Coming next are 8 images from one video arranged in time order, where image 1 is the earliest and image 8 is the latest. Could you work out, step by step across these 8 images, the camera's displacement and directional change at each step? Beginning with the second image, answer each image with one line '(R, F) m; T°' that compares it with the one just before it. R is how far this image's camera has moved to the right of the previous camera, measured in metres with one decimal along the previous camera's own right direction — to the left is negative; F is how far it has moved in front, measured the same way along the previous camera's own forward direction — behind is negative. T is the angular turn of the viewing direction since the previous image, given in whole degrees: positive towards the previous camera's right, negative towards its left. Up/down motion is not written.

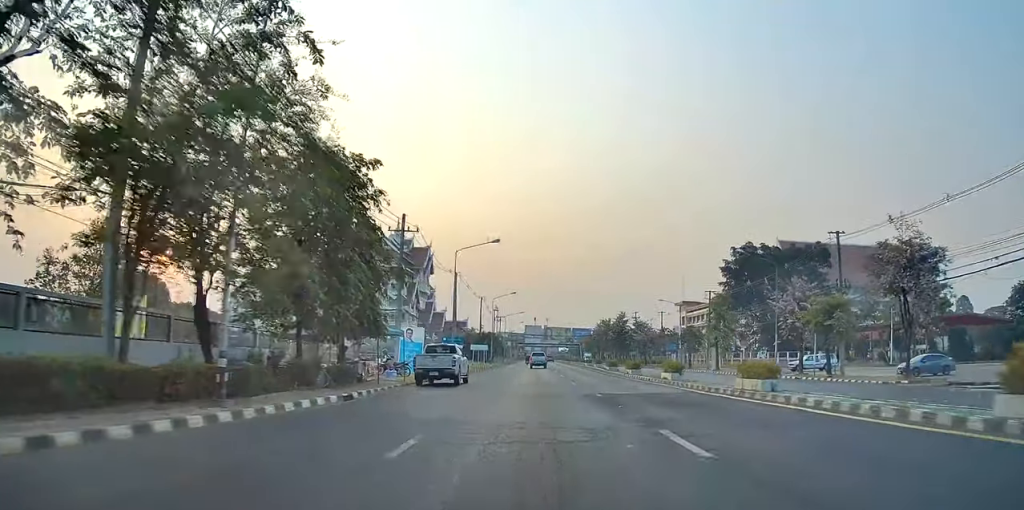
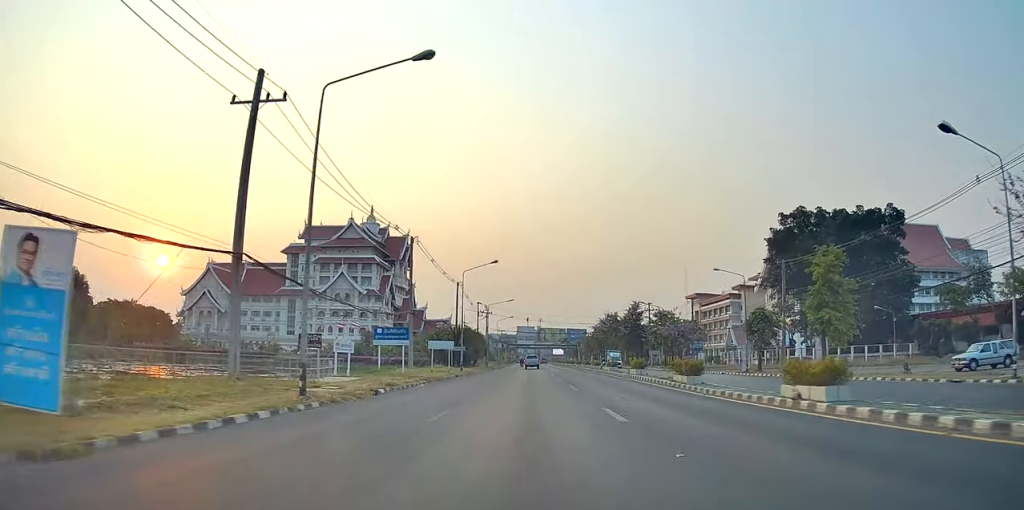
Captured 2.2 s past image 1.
(+0.2, +28.0) m; +1°
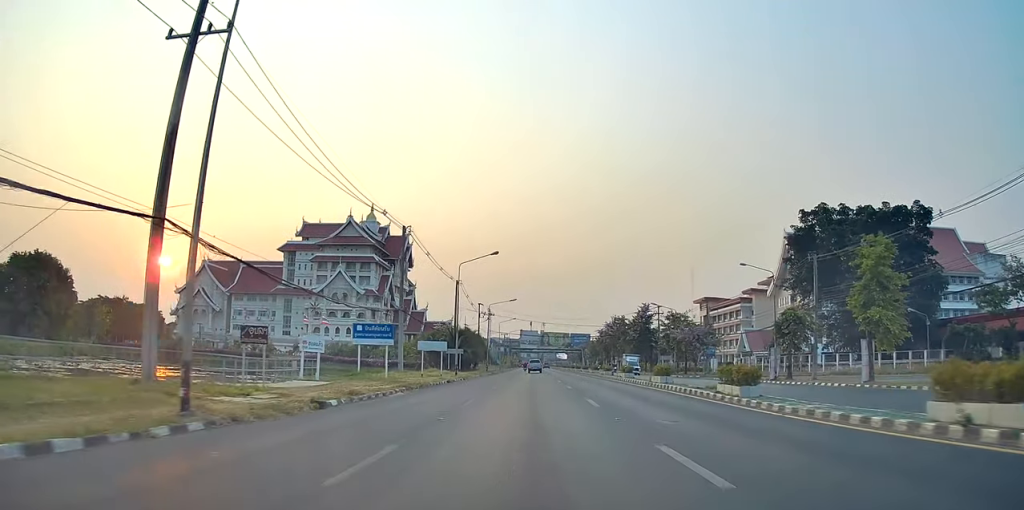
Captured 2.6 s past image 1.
(-0.3, +6.1) m; 0°
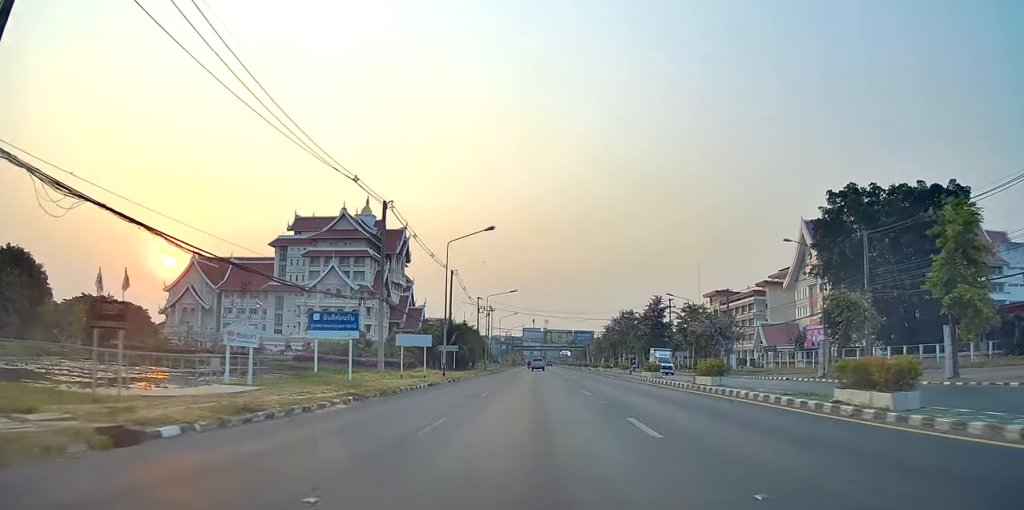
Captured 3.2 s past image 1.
(-0.4, +8.1) m; 0°
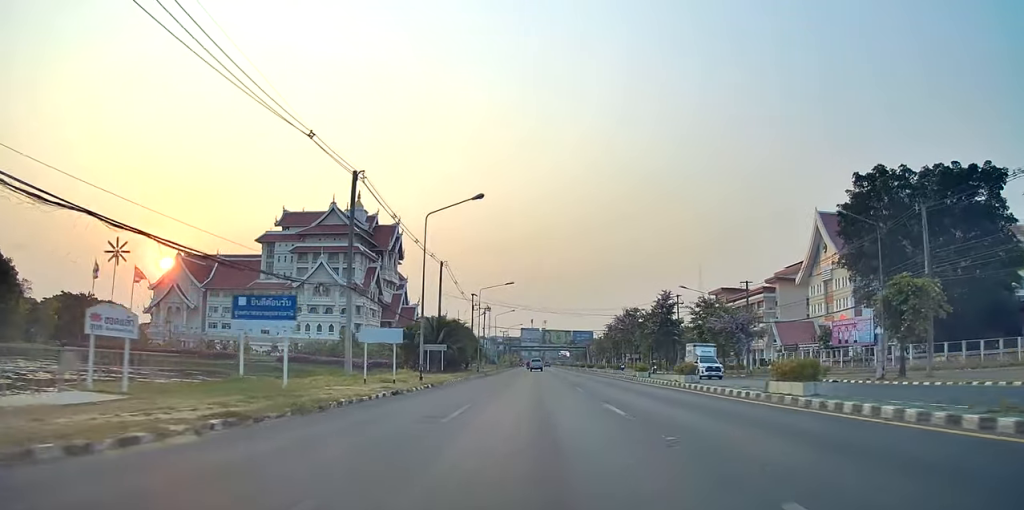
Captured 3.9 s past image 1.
(+0.4, +8.1) m; 0°
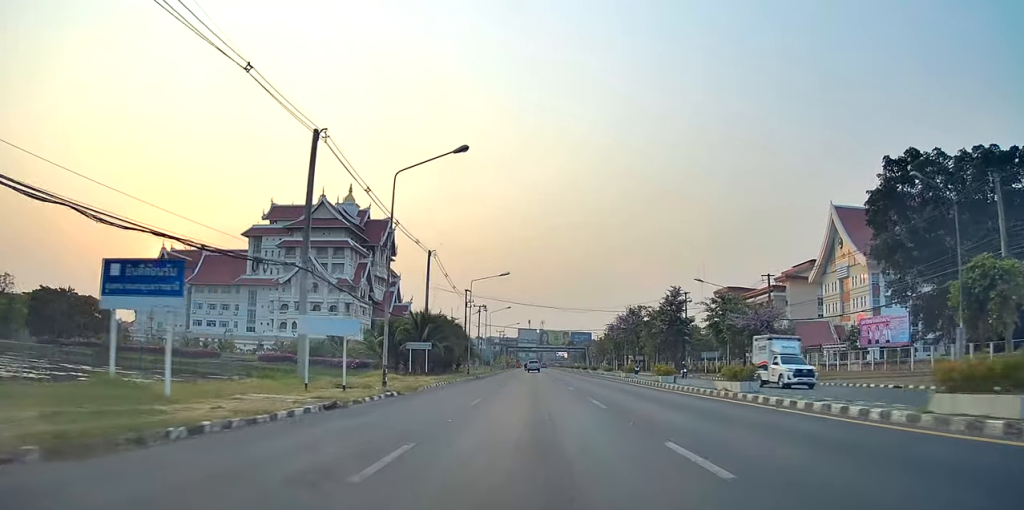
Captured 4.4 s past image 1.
(+0.1, +7.3) m; 0°
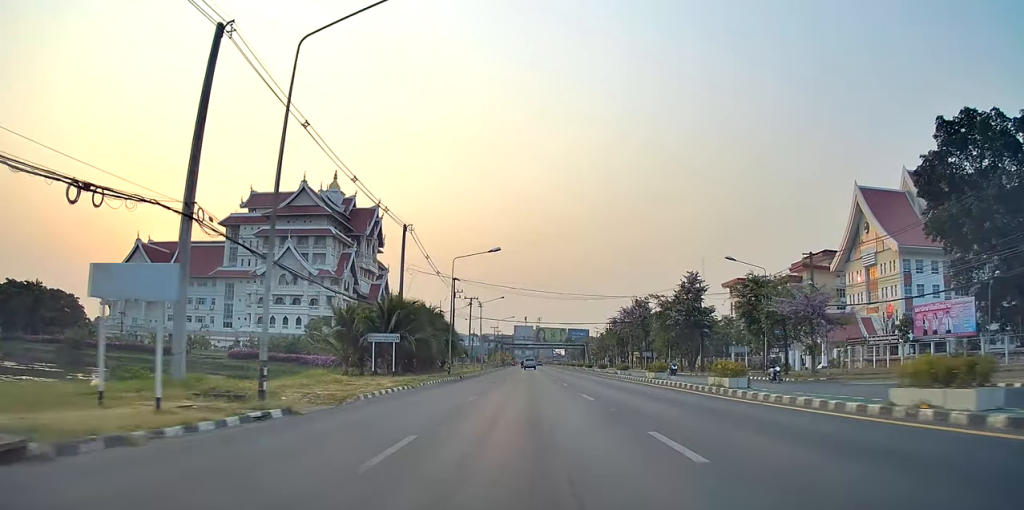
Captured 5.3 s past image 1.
(-0.5, +11.5) m; -2°
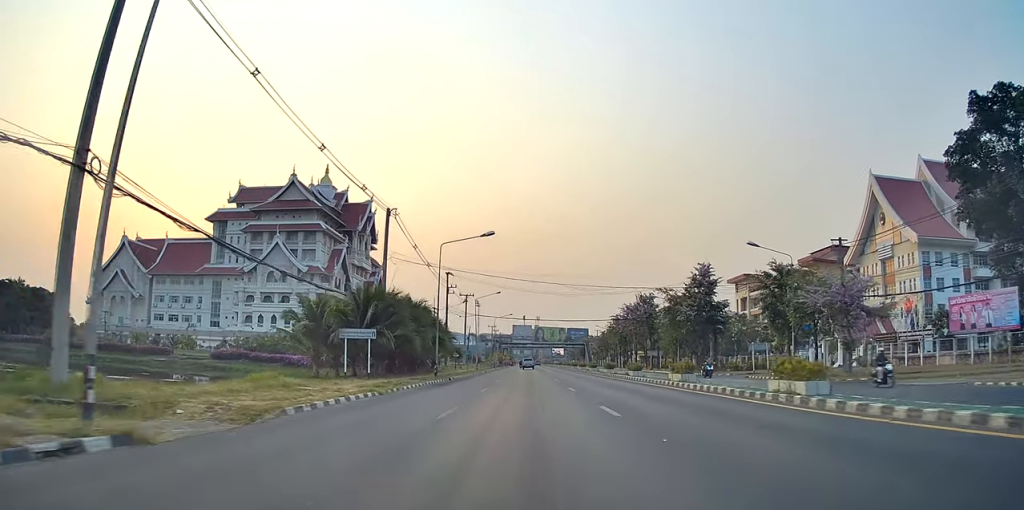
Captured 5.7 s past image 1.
(0.0, +5.7) m; 0°
